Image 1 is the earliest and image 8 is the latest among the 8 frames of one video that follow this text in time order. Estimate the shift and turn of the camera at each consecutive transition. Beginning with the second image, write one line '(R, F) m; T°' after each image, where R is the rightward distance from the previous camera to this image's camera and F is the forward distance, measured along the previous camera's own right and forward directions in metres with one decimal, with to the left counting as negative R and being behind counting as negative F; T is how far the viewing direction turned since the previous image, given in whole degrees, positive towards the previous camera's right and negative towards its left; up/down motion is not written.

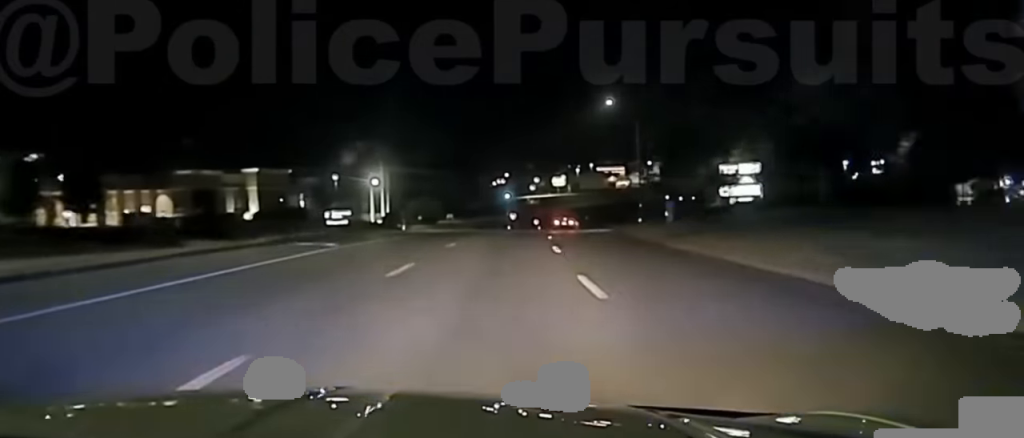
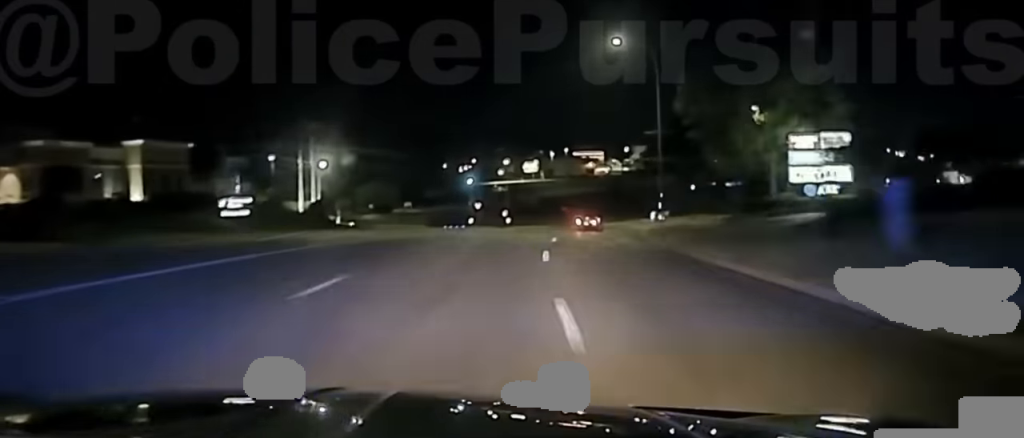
(0.0, +29.1) m; 0°
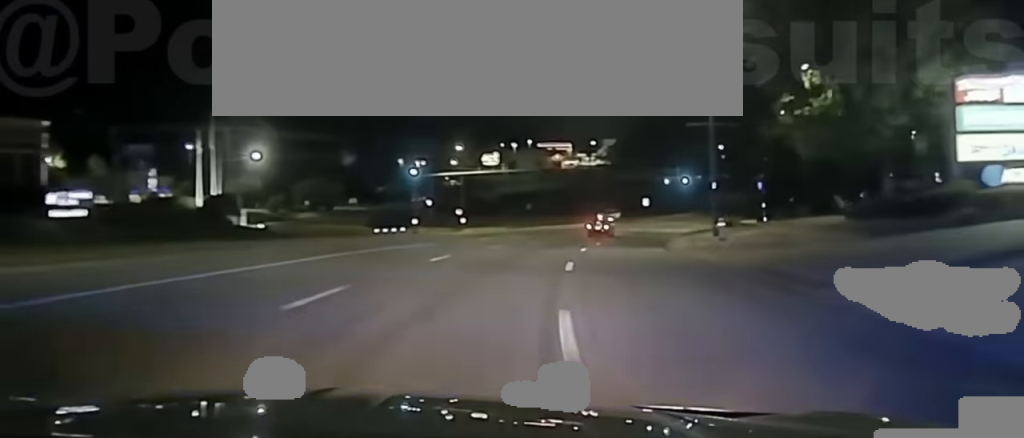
(0.0, +21.8) m; +1°
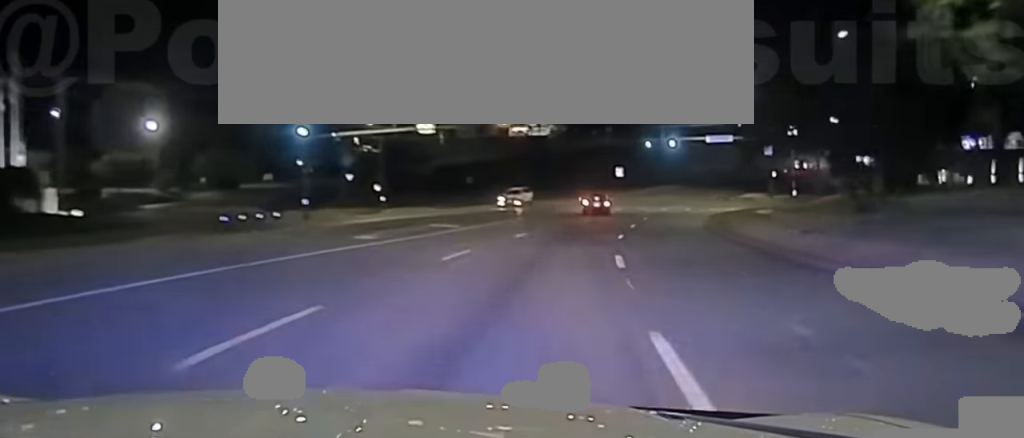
(+0.4, +26.4) m; +3°
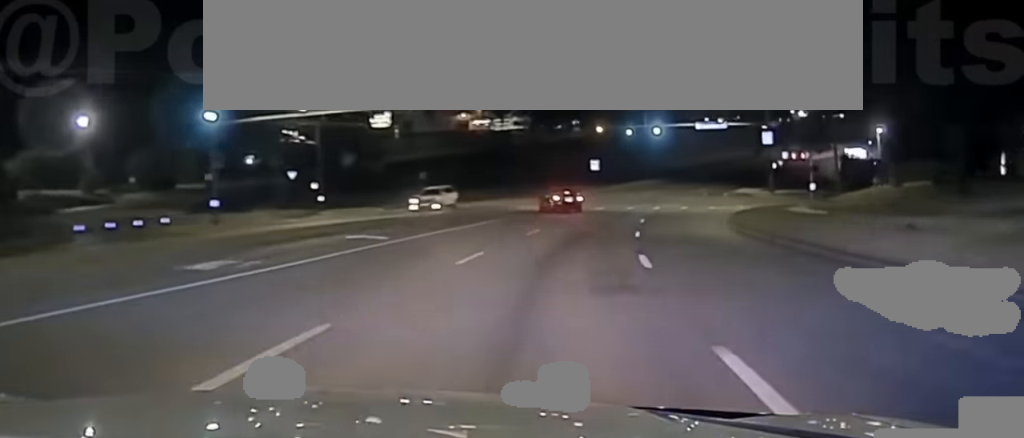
(+0.4, +12.6) m; +2°
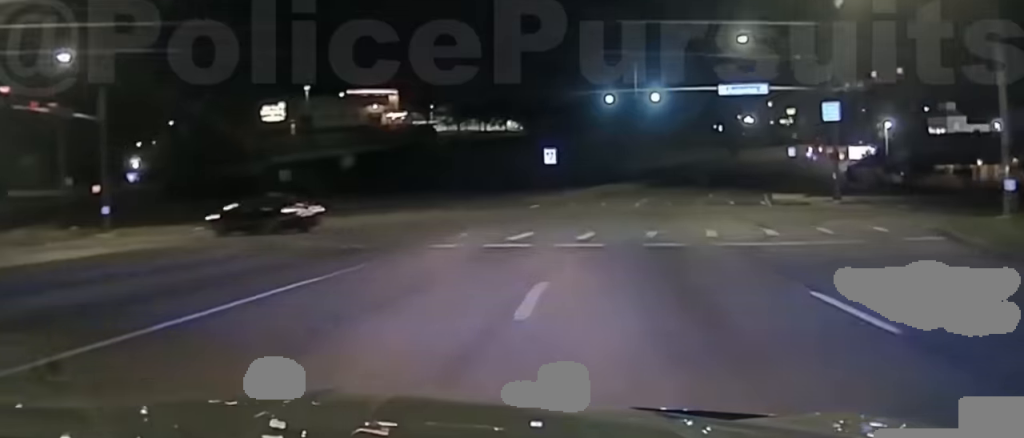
(+0.8, +31.0) m; -2°
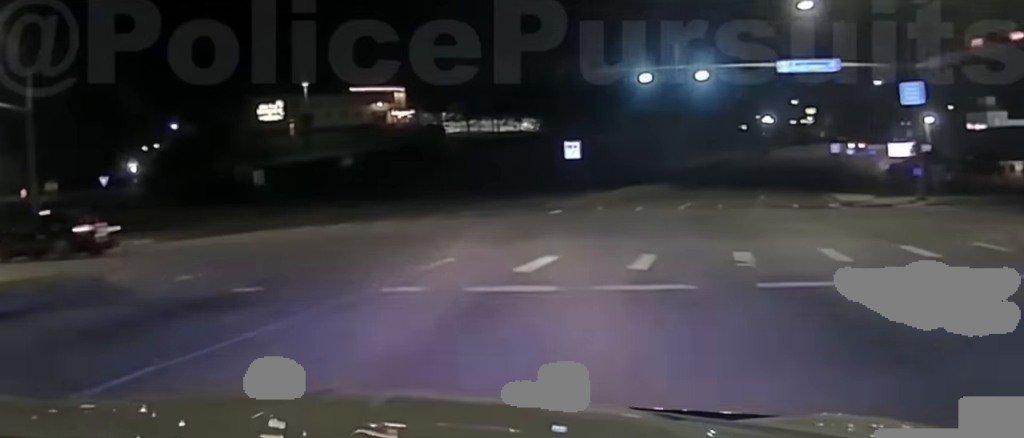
(+0.5, +9.6) m; -6°
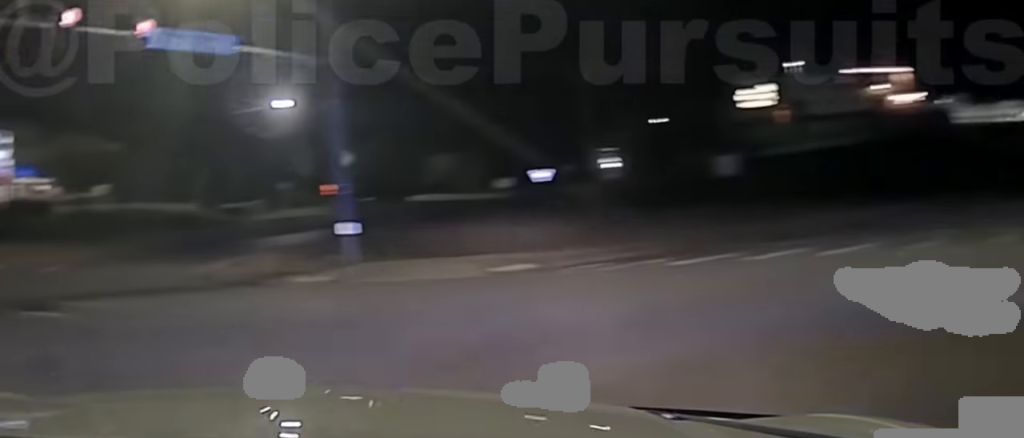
(-5.4, +14.8) m; -43°
